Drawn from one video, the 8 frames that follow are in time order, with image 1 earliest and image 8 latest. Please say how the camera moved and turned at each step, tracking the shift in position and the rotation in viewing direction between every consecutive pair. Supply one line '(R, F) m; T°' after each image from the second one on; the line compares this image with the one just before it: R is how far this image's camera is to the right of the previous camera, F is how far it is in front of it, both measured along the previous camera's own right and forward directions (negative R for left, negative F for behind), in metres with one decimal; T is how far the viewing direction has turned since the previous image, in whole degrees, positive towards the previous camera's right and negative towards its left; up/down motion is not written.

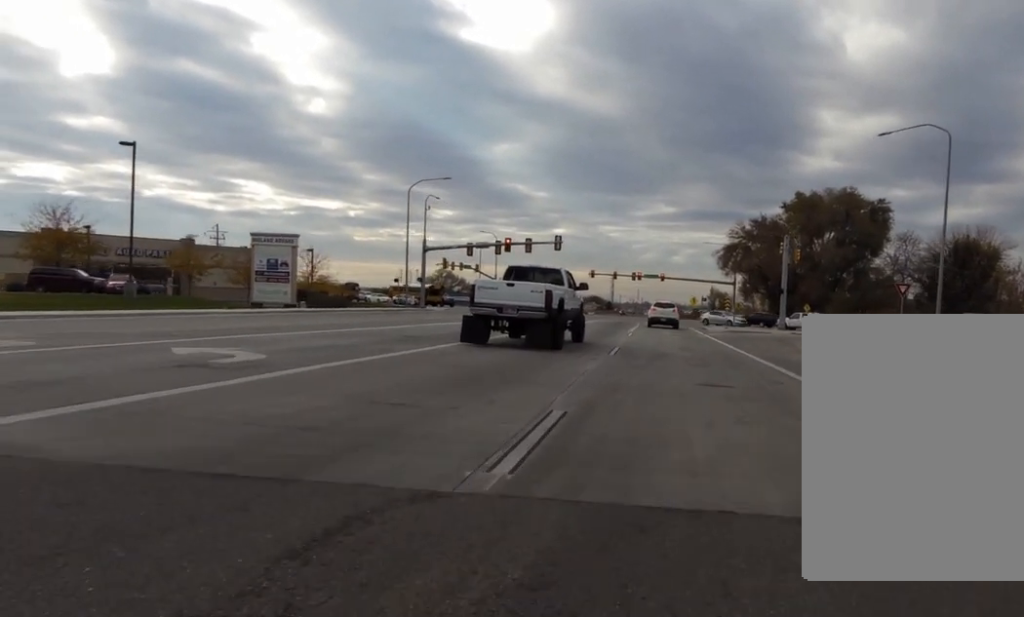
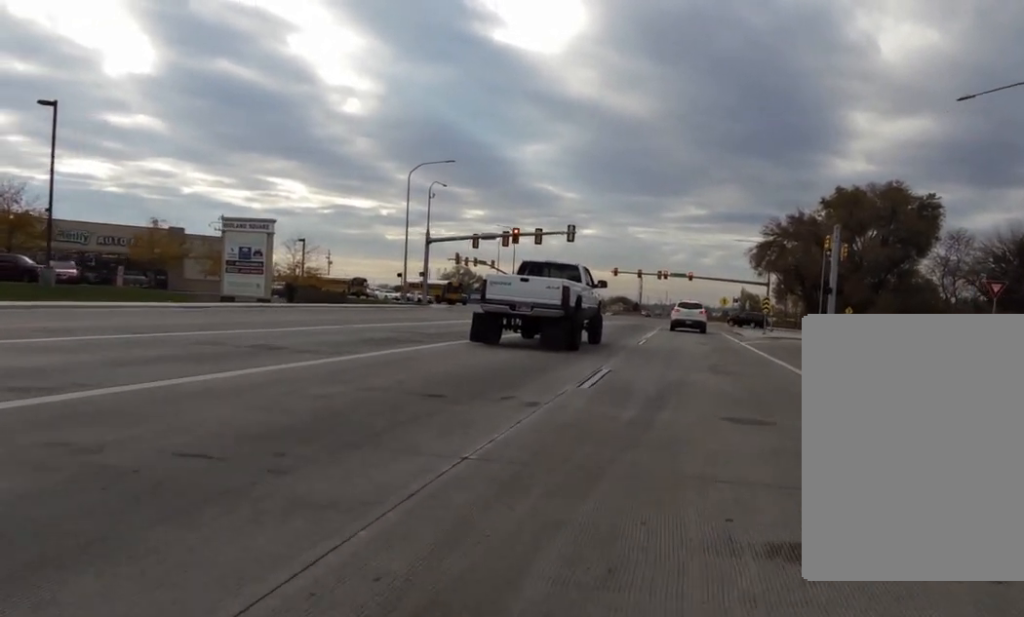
(0.0, +7.1) m; 0°
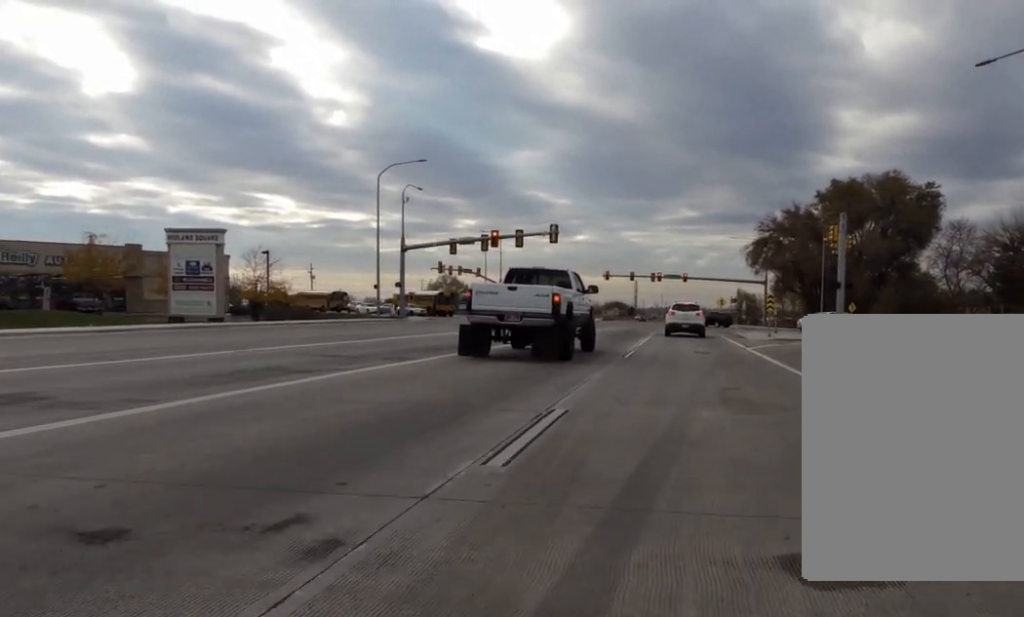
(0.0, +3.8) m; 0°
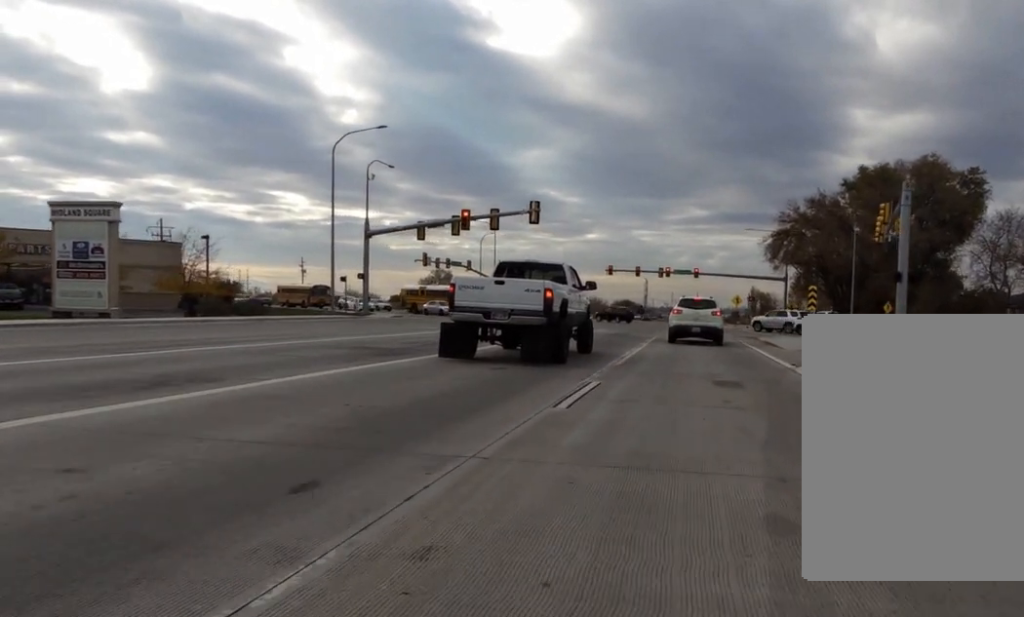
(0.0, +9.4) m; 0°
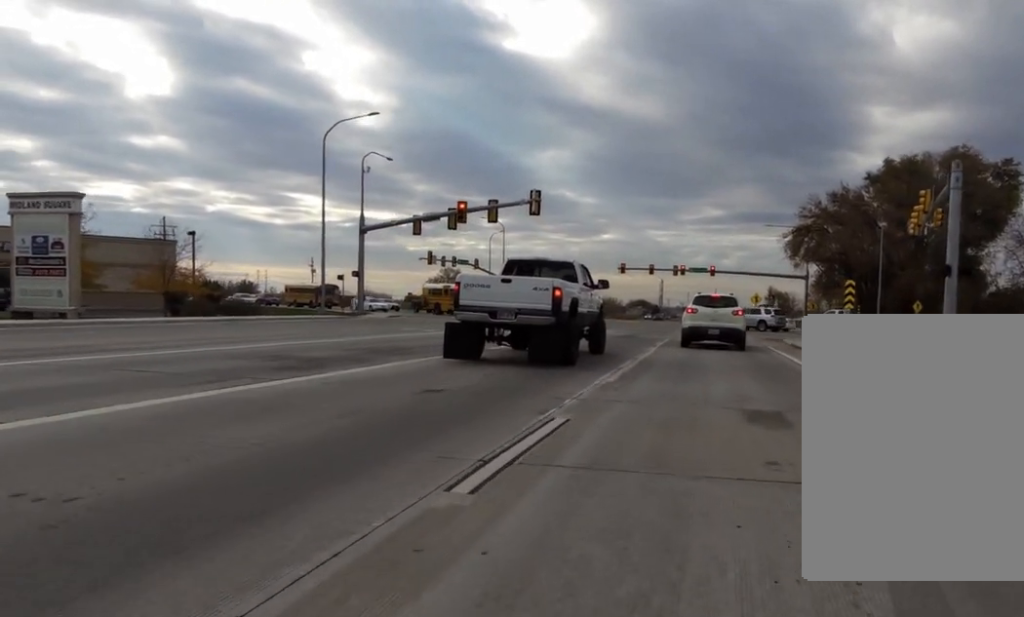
(0.0, +4.0) m; 0°
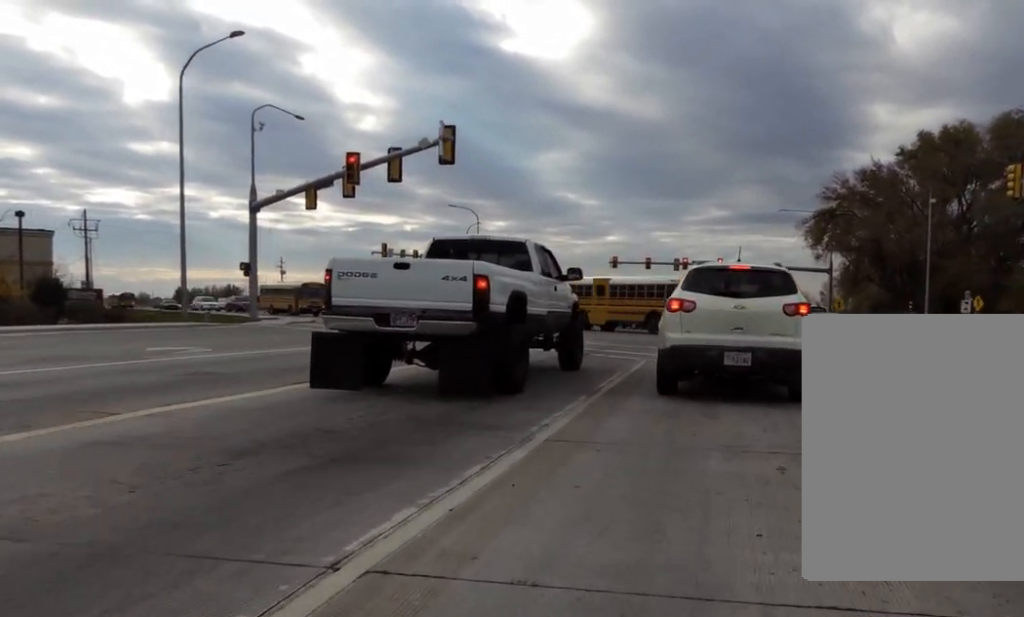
(0.0, +13.6) m; 0°
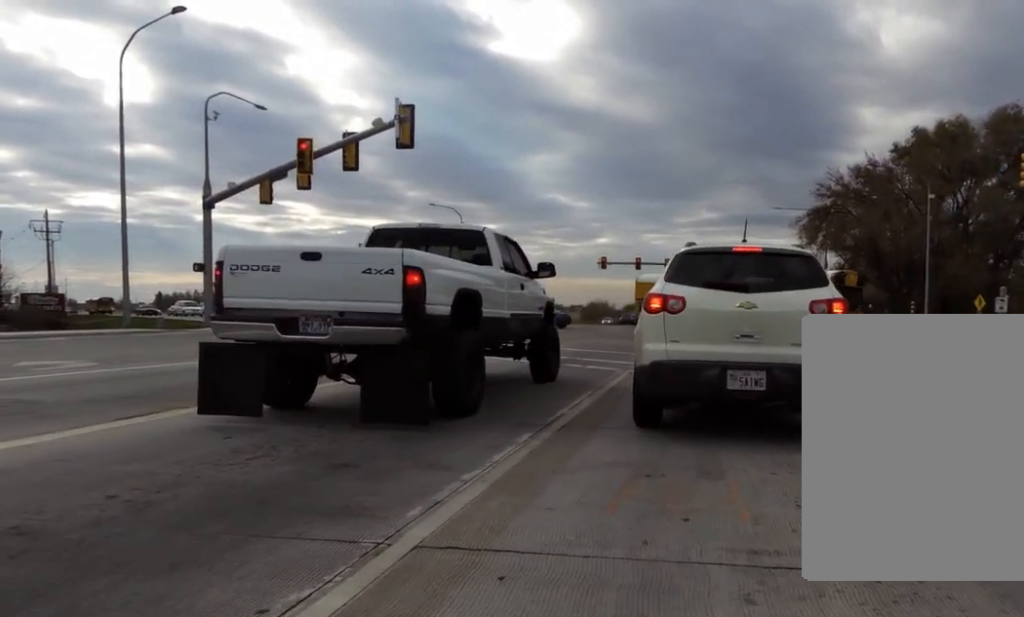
(0.0, +2.5) m; 0°
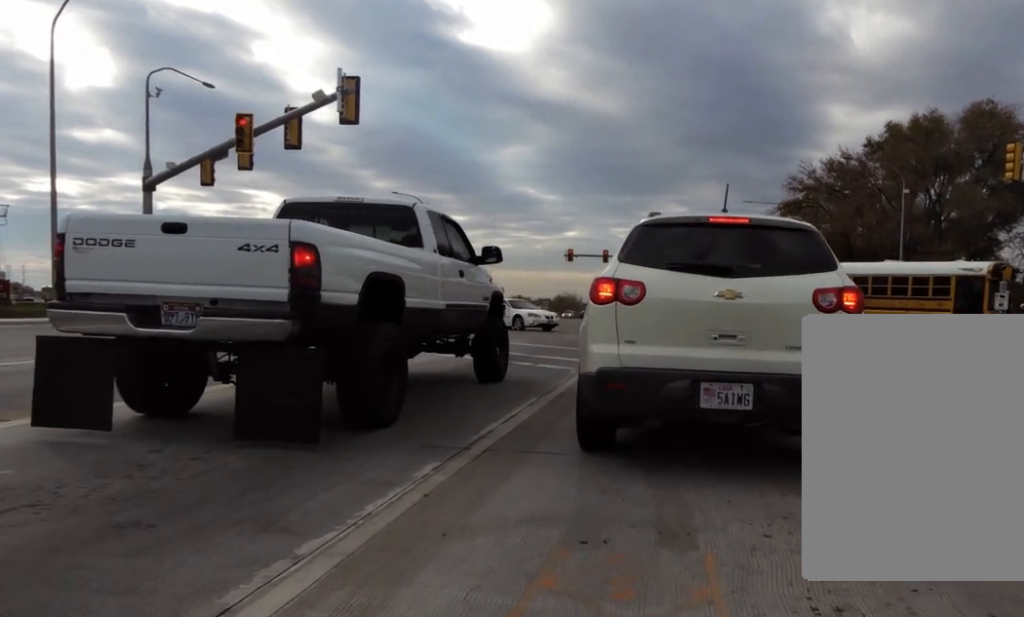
(0.0, +1.6) m; 0°
